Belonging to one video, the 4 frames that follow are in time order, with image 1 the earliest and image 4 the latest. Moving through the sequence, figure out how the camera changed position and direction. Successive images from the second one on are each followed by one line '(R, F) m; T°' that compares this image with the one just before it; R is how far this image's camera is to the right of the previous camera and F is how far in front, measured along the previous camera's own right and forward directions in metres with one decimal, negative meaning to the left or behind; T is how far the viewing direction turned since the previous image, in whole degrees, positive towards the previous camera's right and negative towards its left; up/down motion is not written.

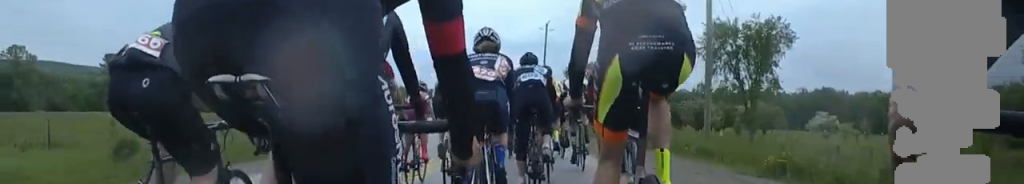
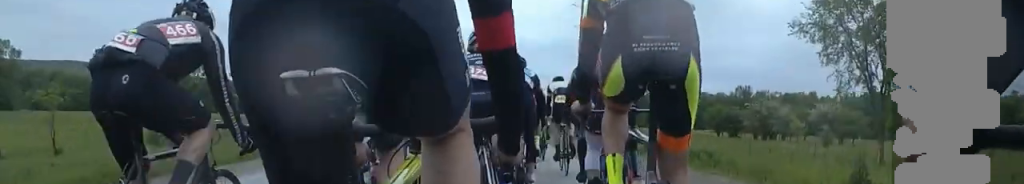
(-0.5, +17.4) m; -1°
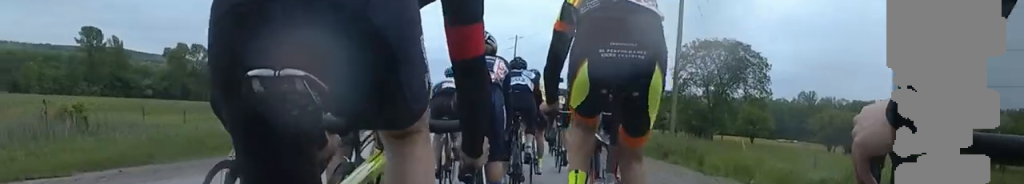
(-0.6, +24.4) m; -1°
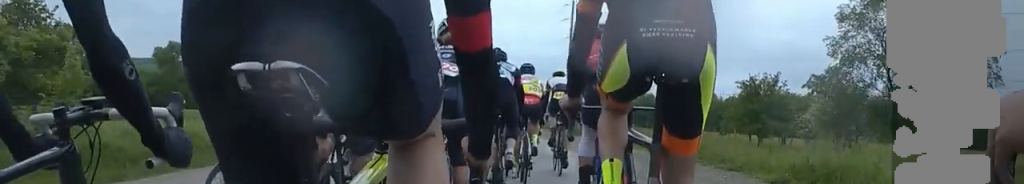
(-0.3, +27.4) m; -5°
